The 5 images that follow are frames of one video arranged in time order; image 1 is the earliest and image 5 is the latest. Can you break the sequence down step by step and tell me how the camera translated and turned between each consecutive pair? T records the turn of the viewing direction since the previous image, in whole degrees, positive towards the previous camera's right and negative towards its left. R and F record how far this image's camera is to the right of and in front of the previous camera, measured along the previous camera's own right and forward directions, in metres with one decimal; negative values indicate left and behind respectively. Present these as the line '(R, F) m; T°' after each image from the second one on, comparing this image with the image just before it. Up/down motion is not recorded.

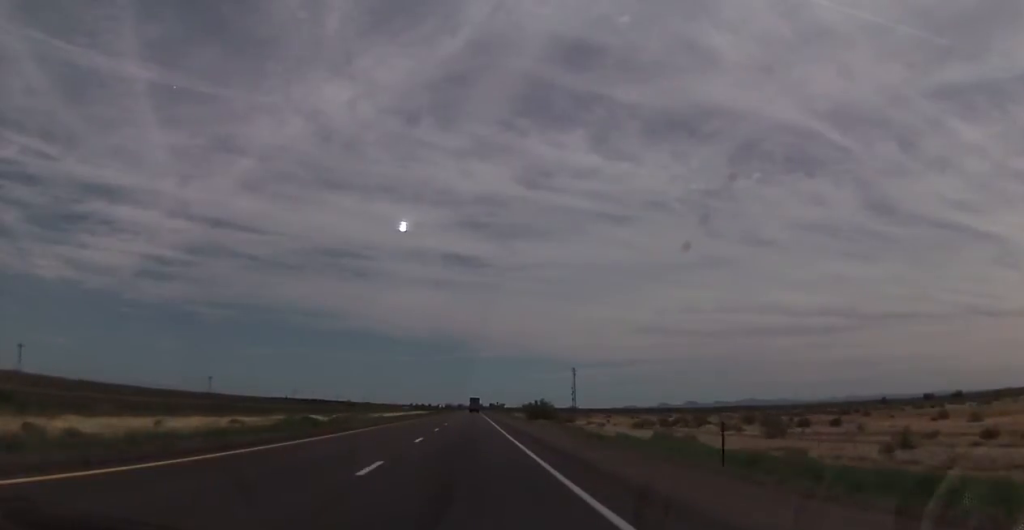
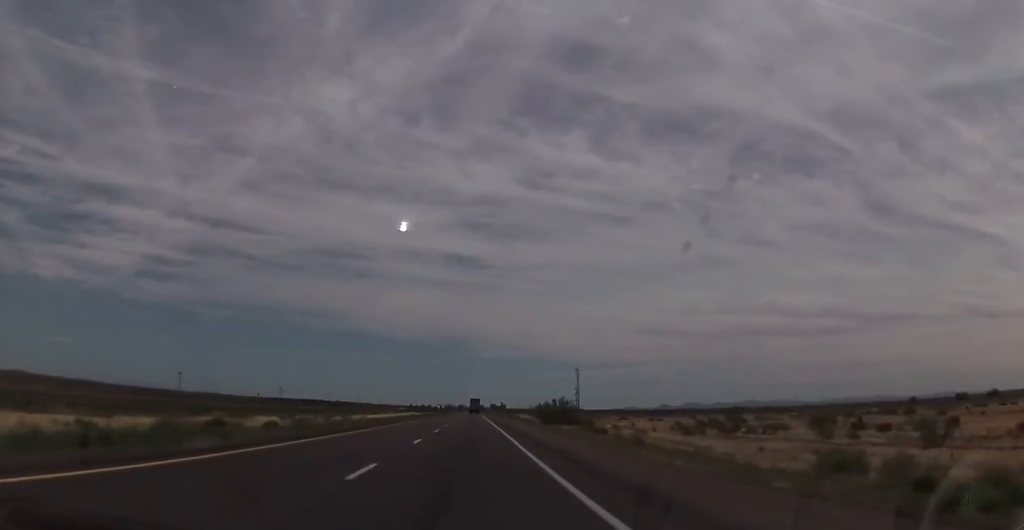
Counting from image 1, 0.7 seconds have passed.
(0.0, +27.1) m; 0°
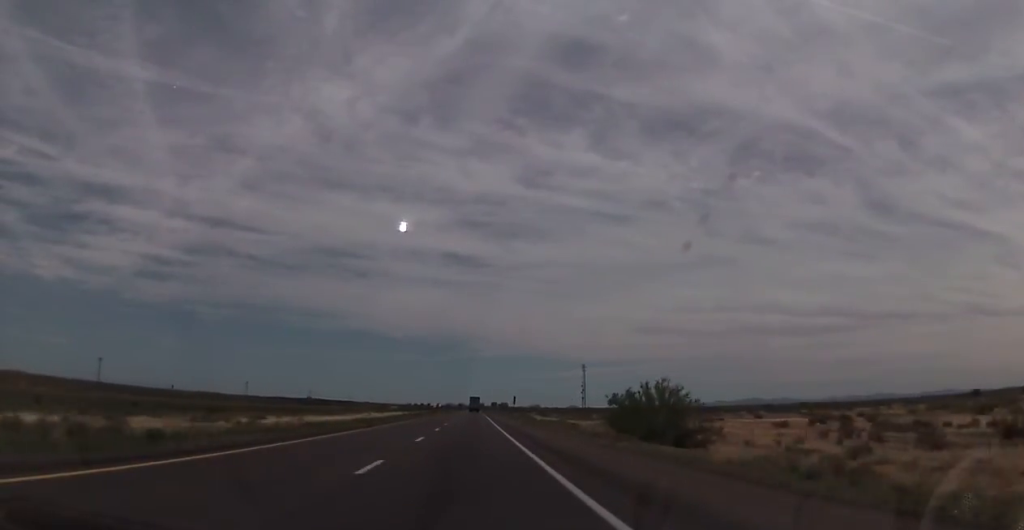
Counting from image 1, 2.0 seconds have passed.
(-0.1, +50.2) m; 0°
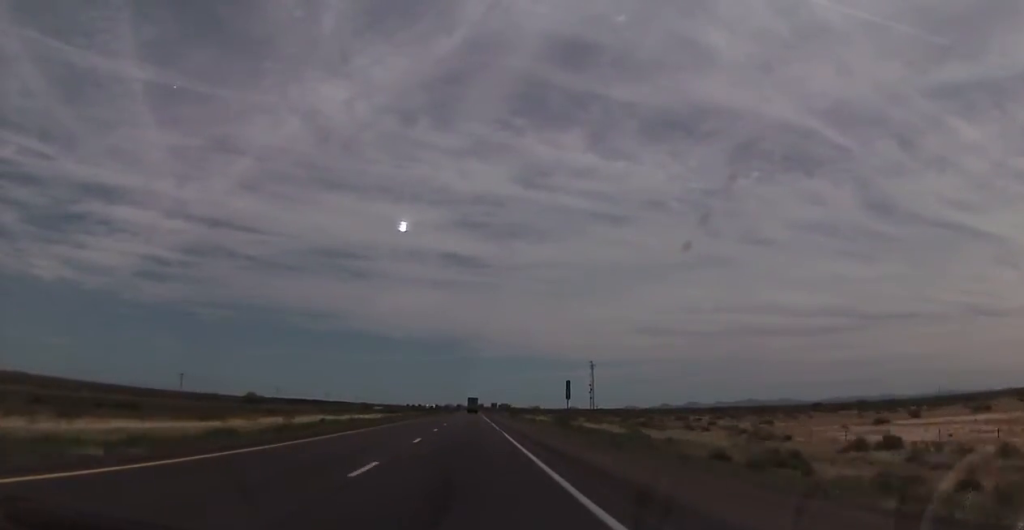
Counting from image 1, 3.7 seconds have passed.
(+0.1, +62.9) m; 0°
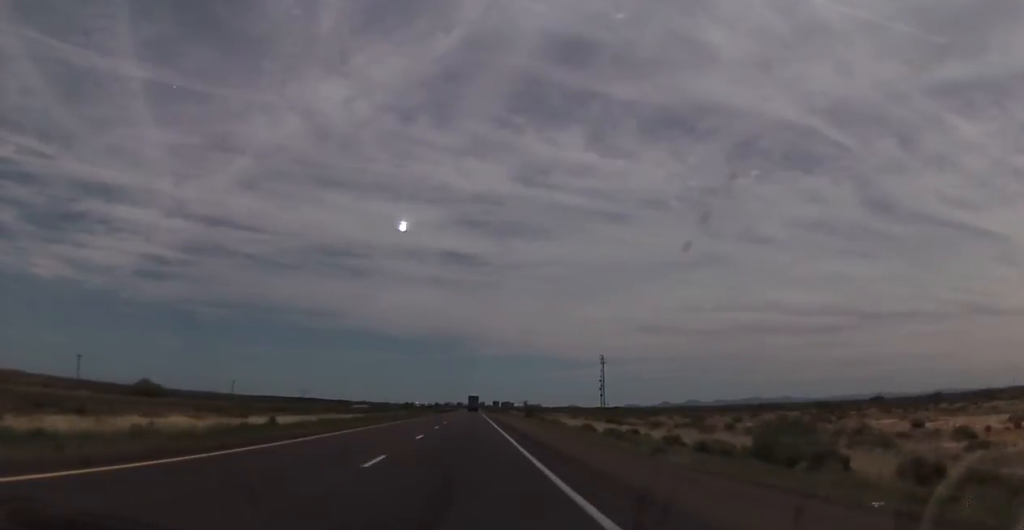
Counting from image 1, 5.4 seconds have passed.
(-0.2, +59.8) m; 0°
